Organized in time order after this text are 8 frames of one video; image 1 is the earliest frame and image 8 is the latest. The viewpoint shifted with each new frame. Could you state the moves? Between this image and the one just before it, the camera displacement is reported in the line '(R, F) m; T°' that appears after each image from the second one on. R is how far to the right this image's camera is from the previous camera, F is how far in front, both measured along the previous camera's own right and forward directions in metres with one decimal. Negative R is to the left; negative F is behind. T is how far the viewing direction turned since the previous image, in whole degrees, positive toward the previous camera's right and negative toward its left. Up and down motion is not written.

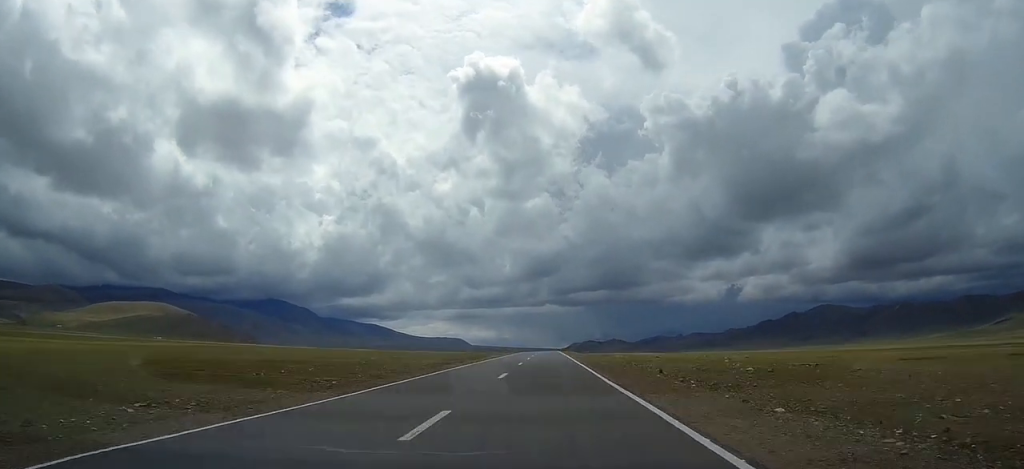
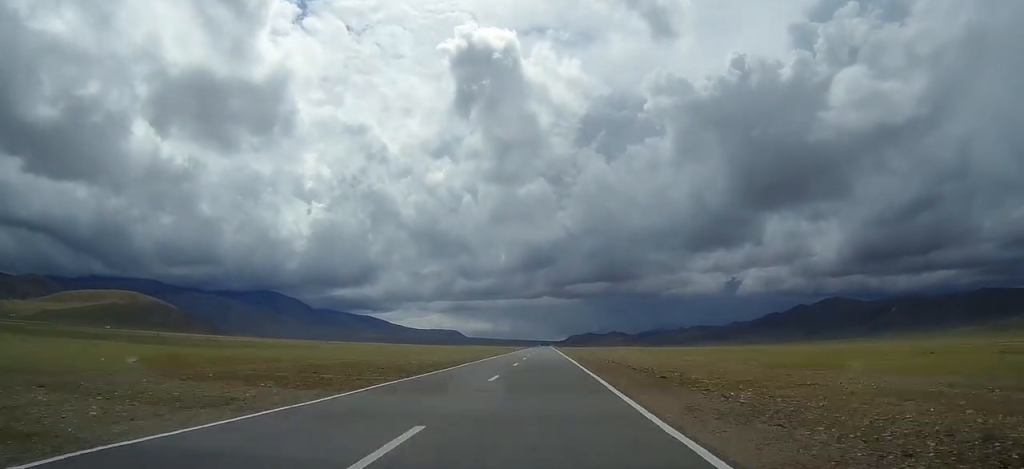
(-0.3, +207.8) m; 0°
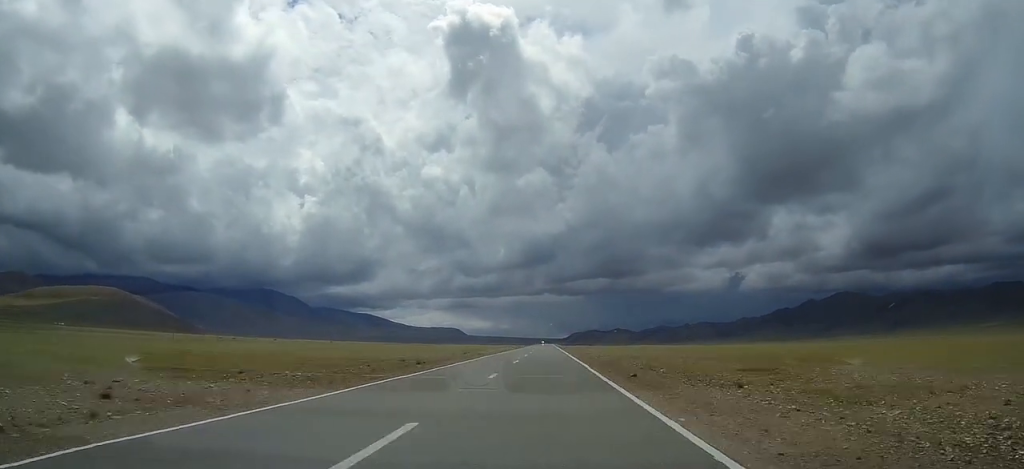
(0.0, +170.9) m; 0°
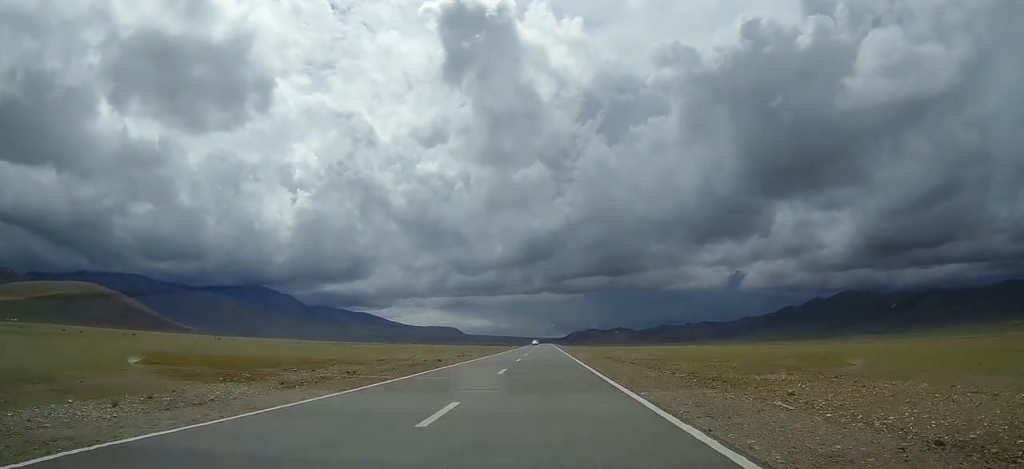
(+0.5, +143.6) m; 0°
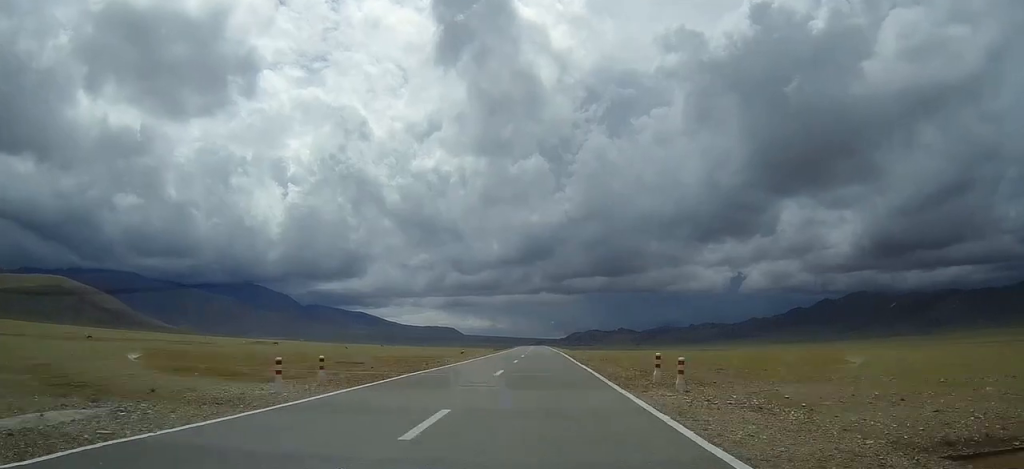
(-1.1, +189.4) m; -1°
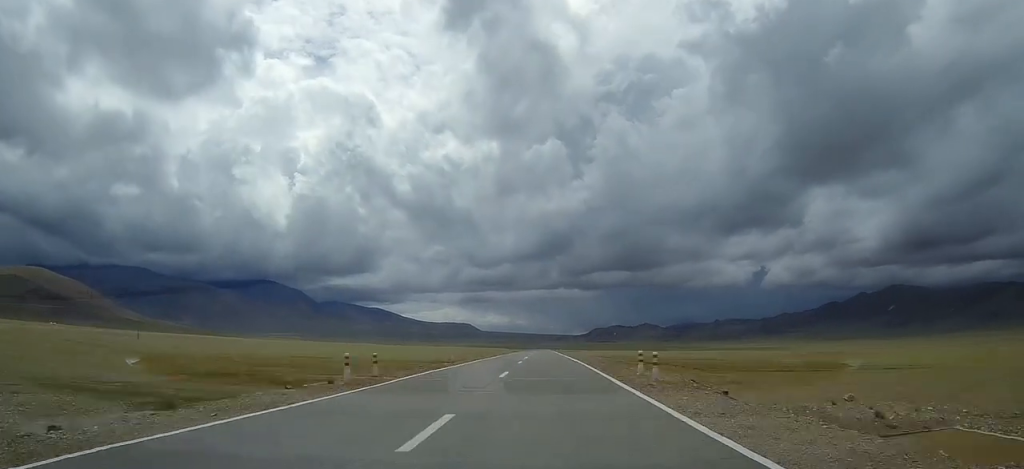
(-2.5, +246.9) m; -1°
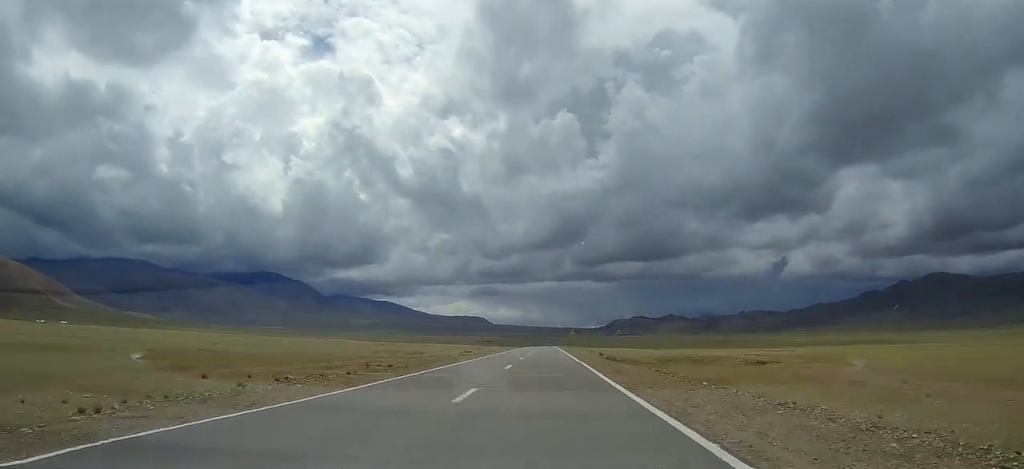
(-3.3, +327.8) m; -1°
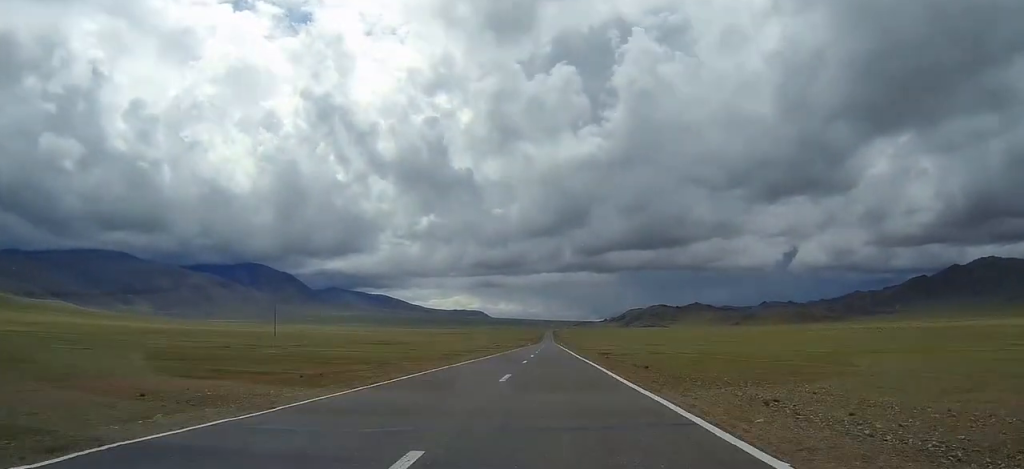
(-0.1, +528.8) m; 0°
